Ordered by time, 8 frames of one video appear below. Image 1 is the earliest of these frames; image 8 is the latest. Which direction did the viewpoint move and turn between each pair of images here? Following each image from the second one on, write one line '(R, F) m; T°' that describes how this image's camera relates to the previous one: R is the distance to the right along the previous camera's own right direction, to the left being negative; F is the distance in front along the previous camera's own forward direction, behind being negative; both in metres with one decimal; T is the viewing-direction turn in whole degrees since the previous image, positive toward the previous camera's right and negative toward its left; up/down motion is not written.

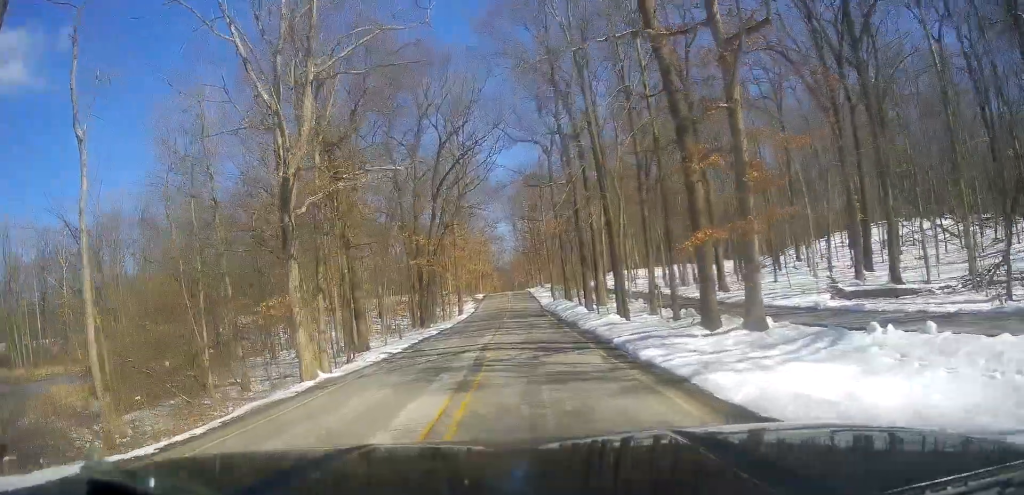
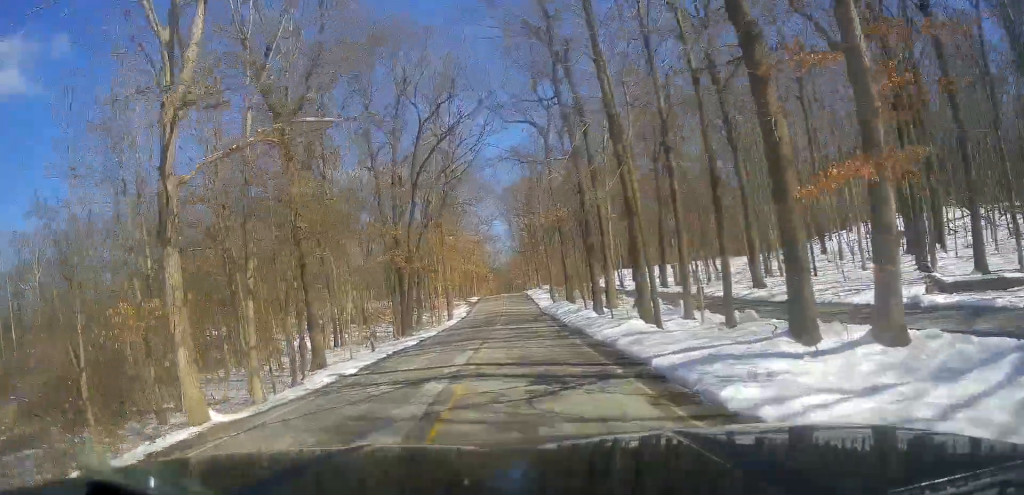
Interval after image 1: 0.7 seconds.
(+0.1, +7.0) m; +1°
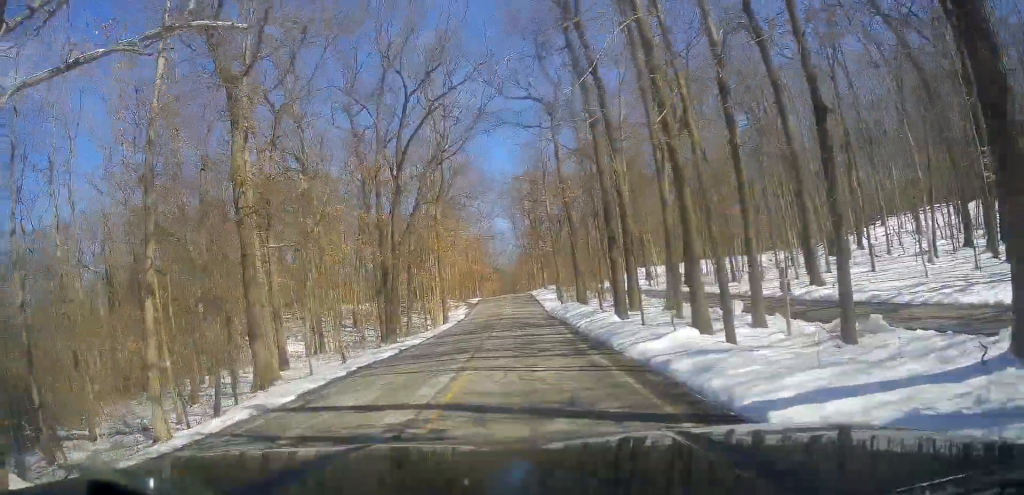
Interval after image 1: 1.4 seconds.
(-0.1, +6.7) m; 0°
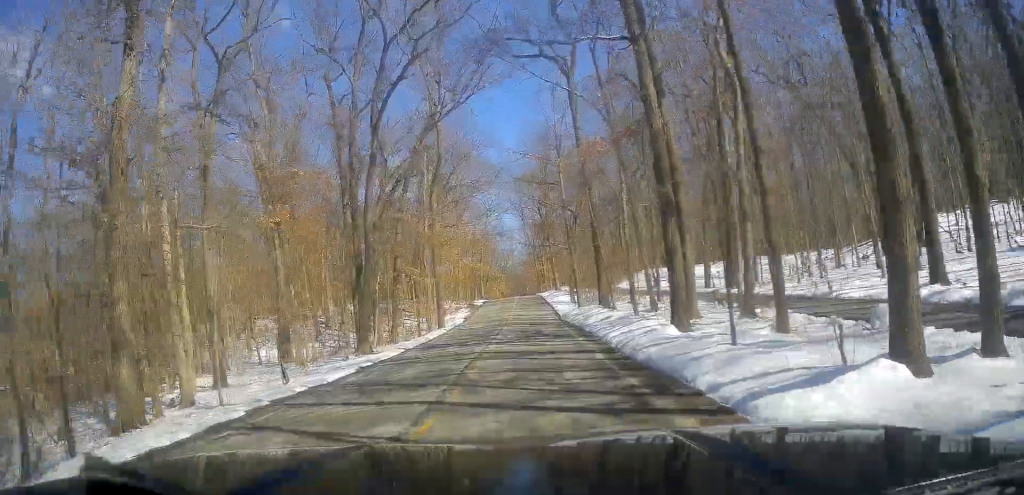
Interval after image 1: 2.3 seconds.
(+0.4, +8.8) m; -5°
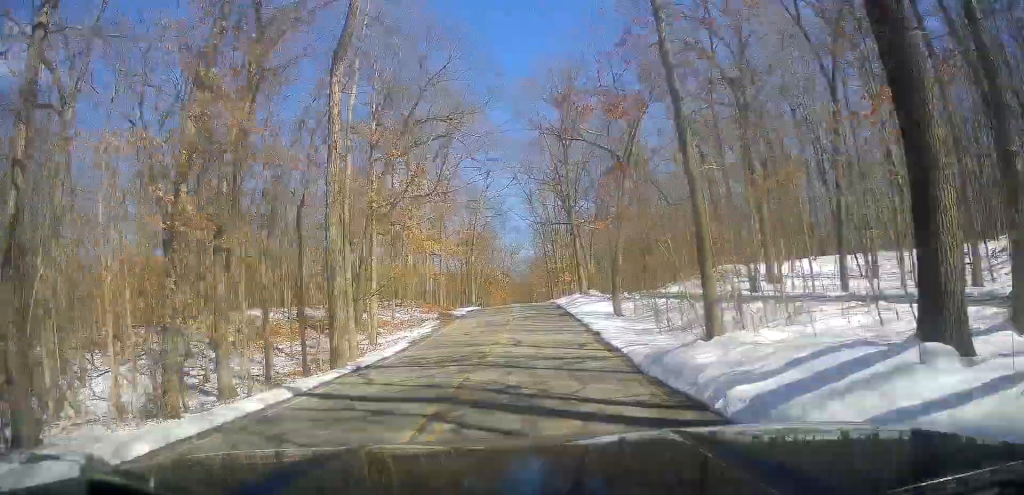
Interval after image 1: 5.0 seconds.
(0.0, +25.6) m; +2°
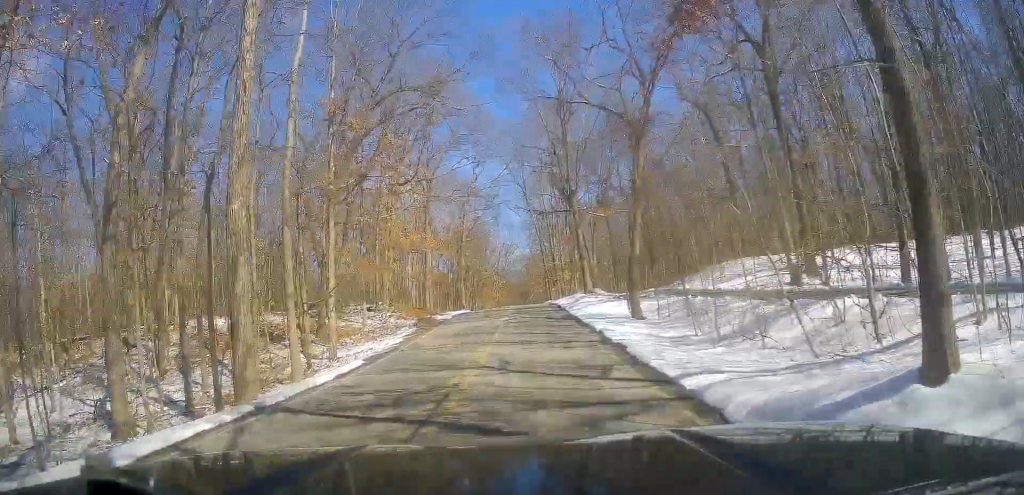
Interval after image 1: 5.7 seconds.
(-0.1, +6.9) m; -1°
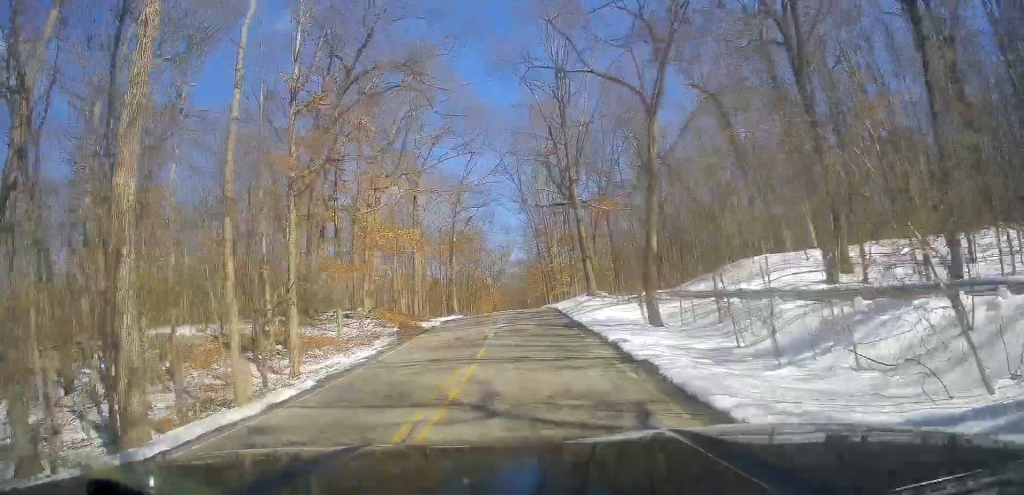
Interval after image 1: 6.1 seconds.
(-0.1, +4.6) m; 0°
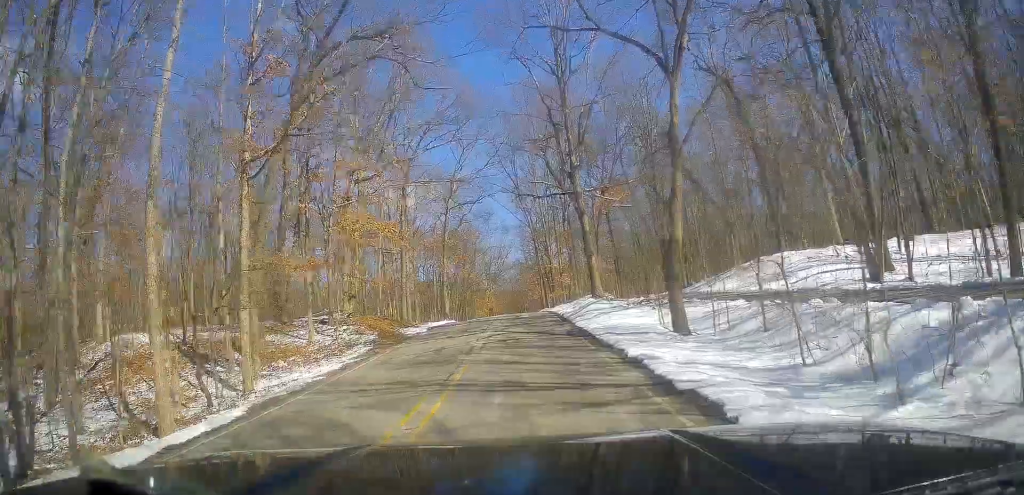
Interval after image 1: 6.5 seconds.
(0.0, +4.2) m; 0°
